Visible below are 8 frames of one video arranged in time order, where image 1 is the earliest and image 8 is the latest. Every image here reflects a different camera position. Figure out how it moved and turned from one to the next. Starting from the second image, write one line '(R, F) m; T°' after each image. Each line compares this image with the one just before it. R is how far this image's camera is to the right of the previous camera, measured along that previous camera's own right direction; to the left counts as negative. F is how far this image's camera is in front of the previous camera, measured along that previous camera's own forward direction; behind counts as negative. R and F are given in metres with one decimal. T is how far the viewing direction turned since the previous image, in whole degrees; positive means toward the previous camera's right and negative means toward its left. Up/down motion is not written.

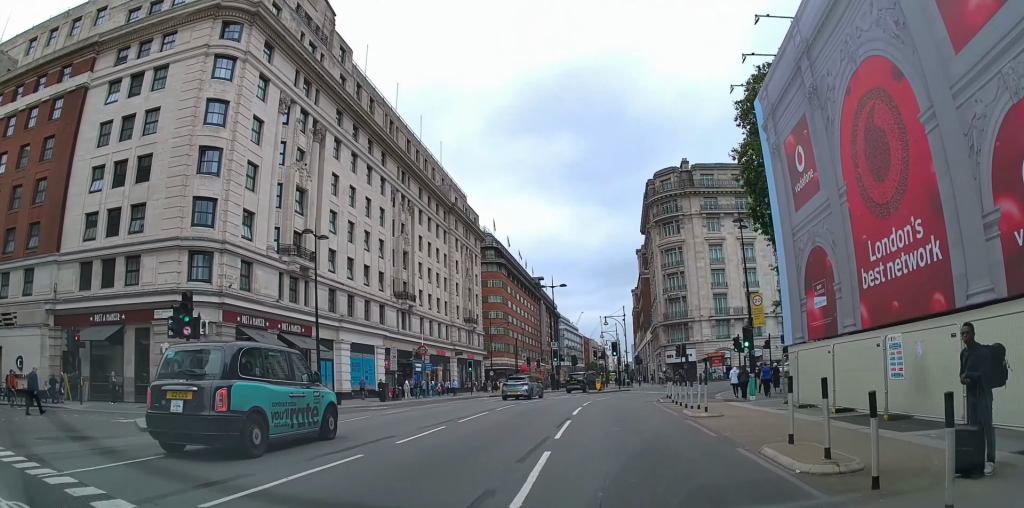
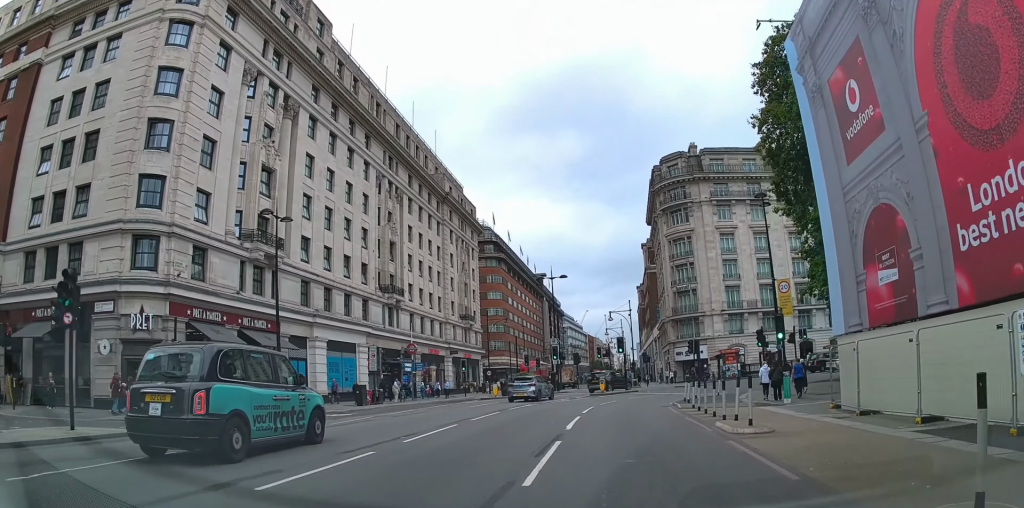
(0.0, +4.9) m; -1°
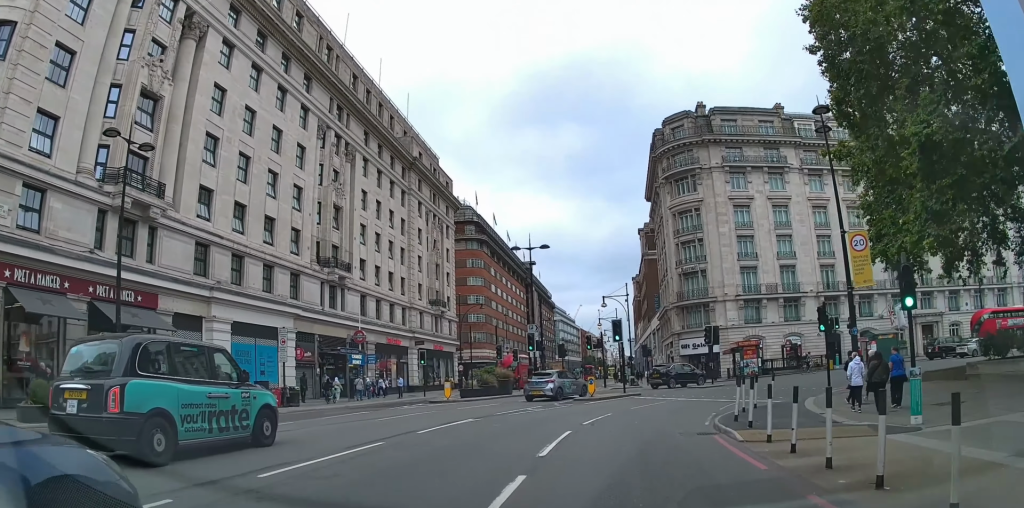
(-0.4, +10.9) m; -2°
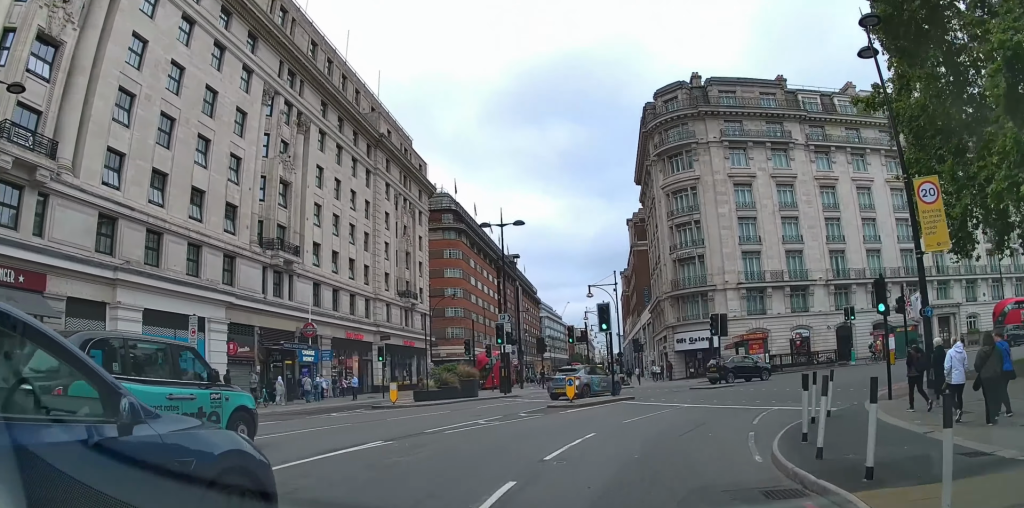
(+0.1, +6.4) m; +5°
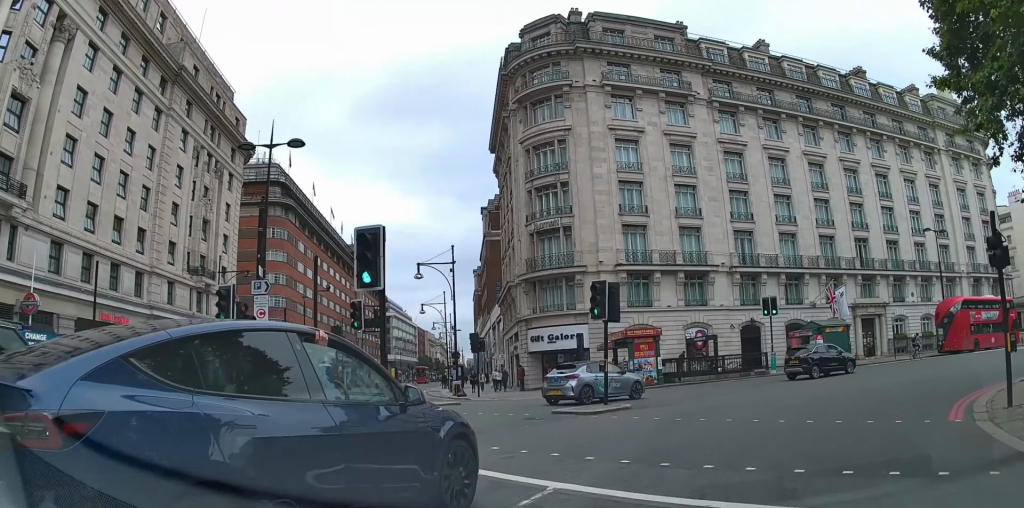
(+1.9, +13.4) m; +15°
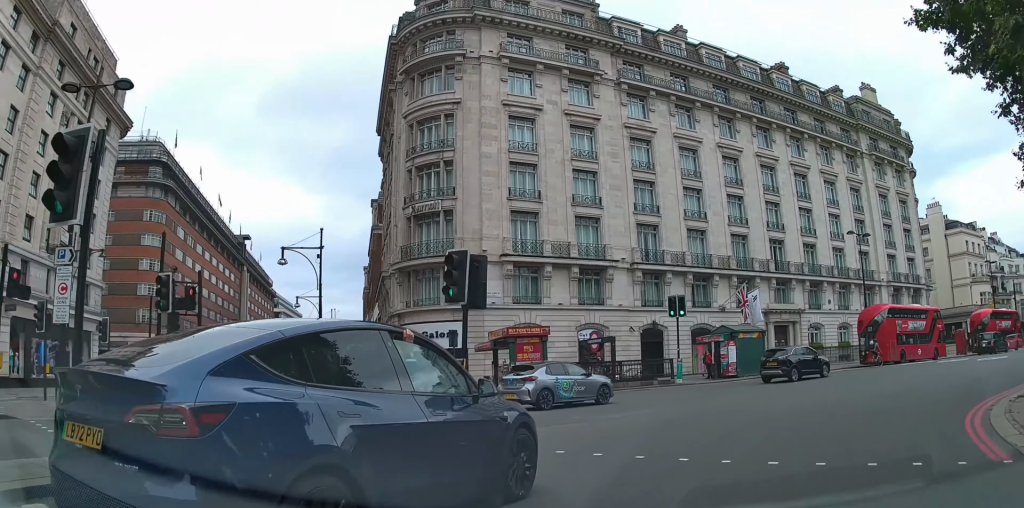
(-0.2, +4.9) m; +5°
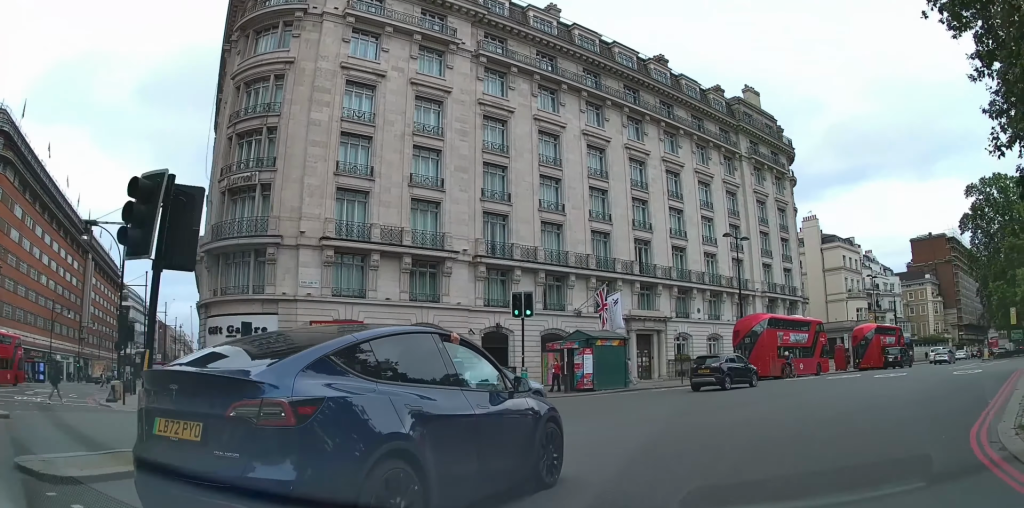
(+0.7, +5.2) m; +12°
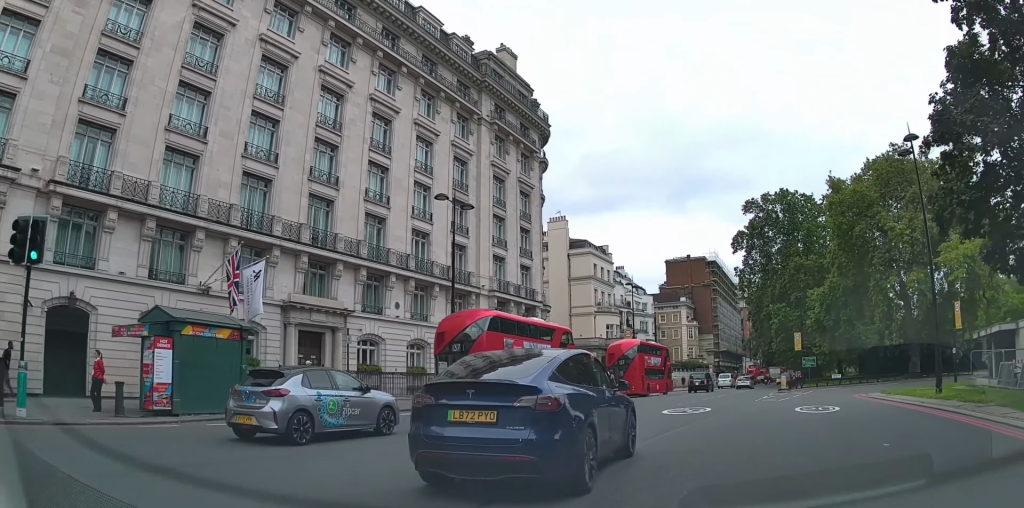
(+3.0, +12.6) m; +24°
